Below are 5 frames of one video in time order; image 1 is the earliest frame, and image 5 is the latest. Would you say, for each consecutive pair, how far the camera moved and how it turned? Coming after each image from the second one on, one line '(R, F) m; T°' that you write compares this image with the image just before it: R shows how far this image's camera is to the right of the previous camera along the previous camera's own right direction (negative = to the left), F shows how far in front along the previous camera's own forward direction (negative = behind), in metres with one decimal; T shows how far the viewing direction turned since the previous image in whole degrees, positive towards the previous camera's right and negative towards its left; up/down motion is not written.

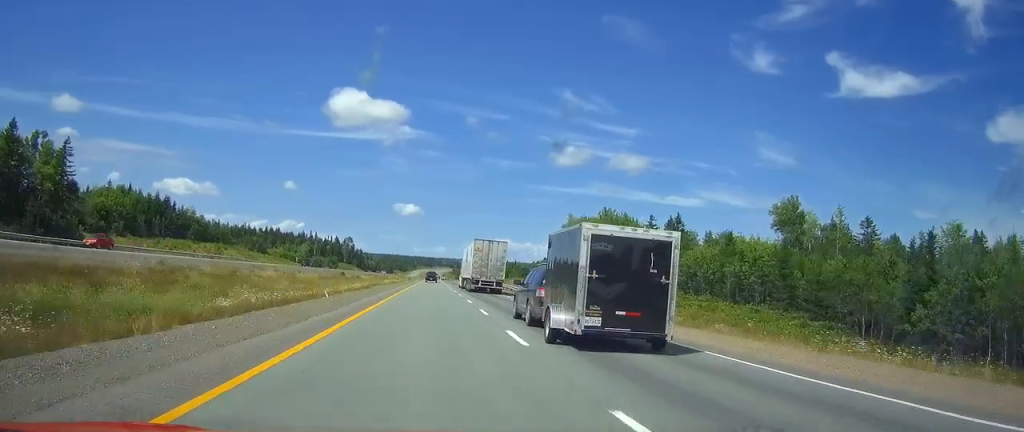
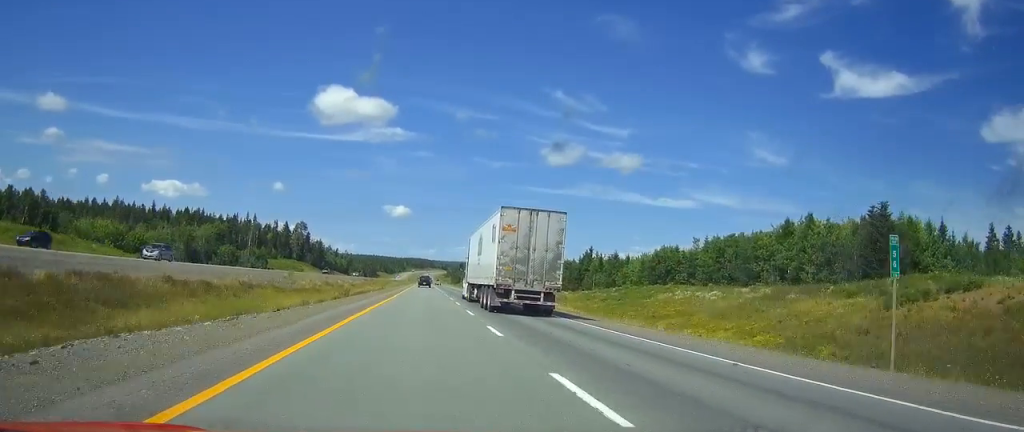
(0.0, +171.8) m; 0°
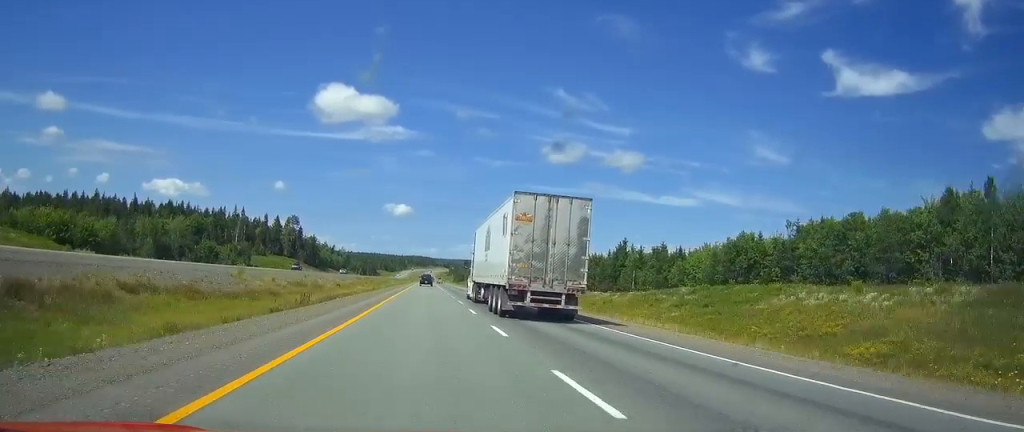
(0.0, +27.7) m; 0°
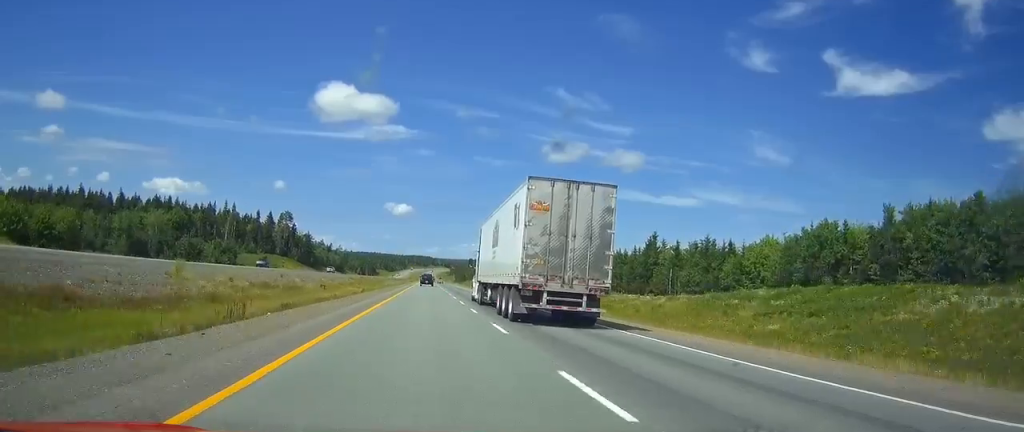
(0.0, +18.5) m; 0°
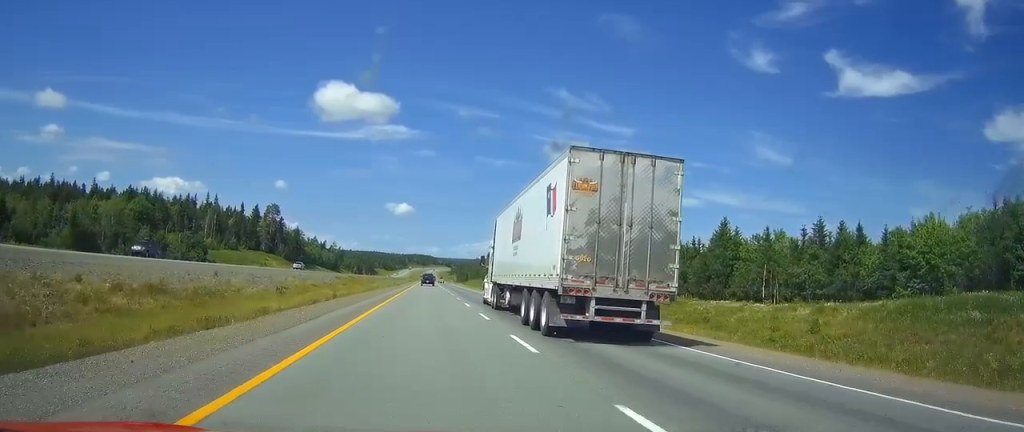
(0.0, +30.1) m; 0°
